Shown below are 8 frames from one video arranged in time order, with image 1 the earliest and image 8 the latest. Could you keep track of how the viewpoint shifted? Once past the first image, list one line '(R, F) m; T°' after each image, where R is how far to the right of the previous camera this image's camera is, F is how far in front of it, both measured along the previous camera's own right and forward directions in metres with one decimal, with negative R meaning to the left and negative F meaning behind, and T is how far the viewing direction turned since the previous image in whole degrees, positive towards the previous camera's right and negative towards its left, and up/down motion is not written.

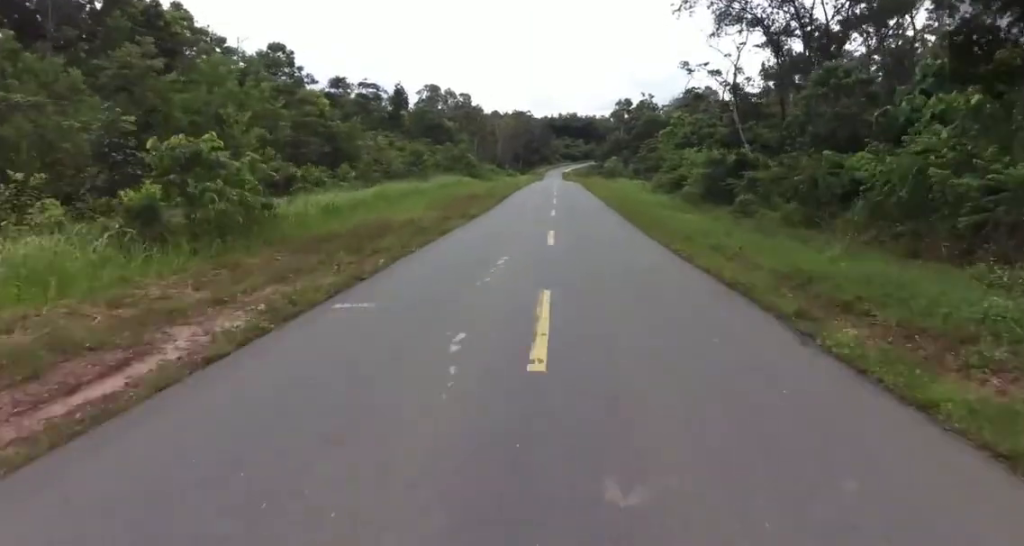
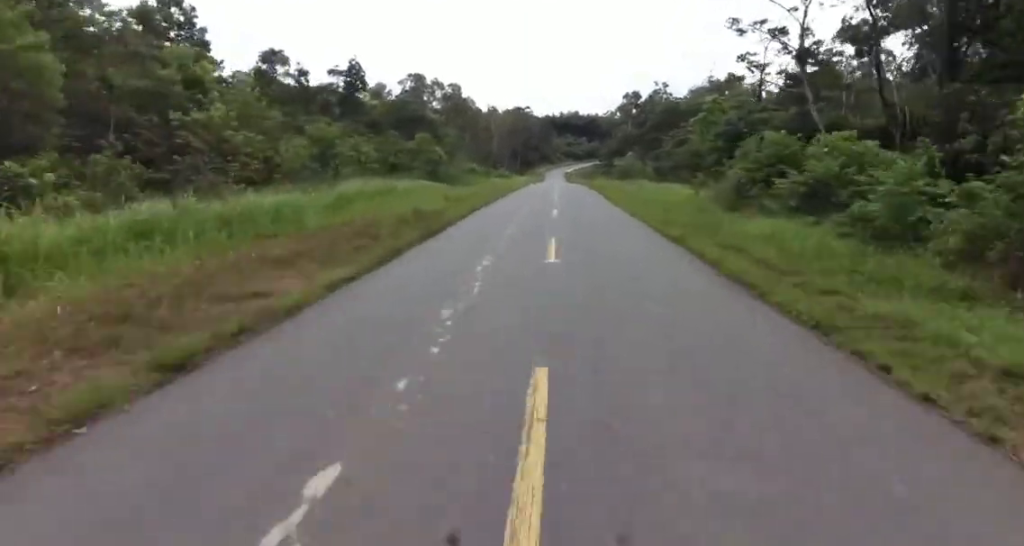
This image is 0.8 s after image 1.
(-0.3, +20.5) m; +1°
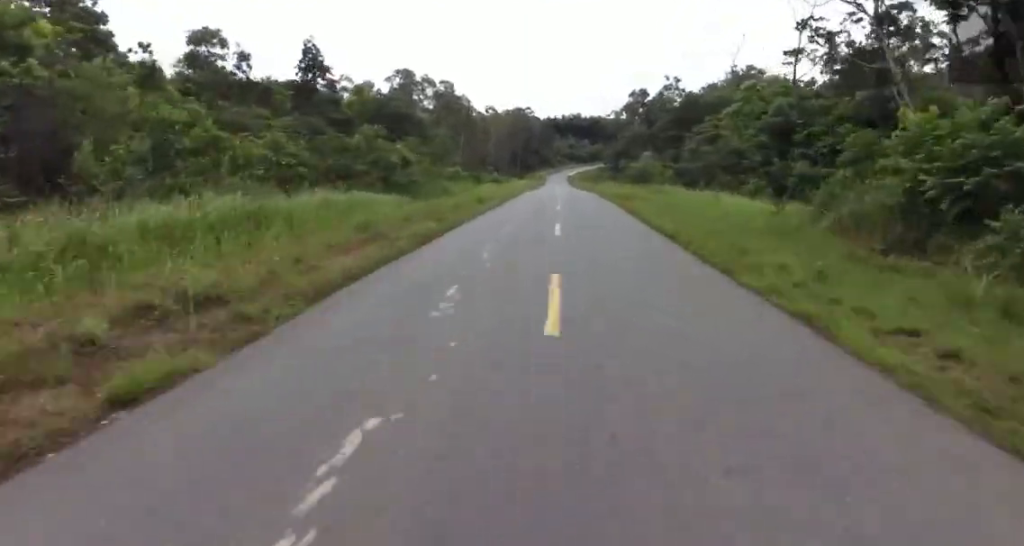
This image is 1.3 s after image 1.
(+0.5, +12.5) m; +2°
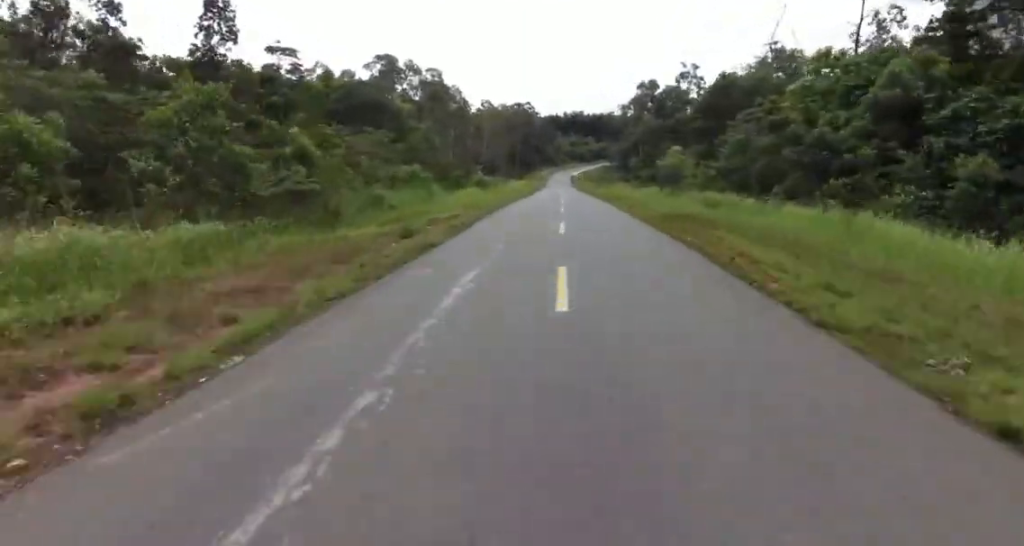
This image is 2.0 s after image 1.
(+0.1, +16.7) m; 0°
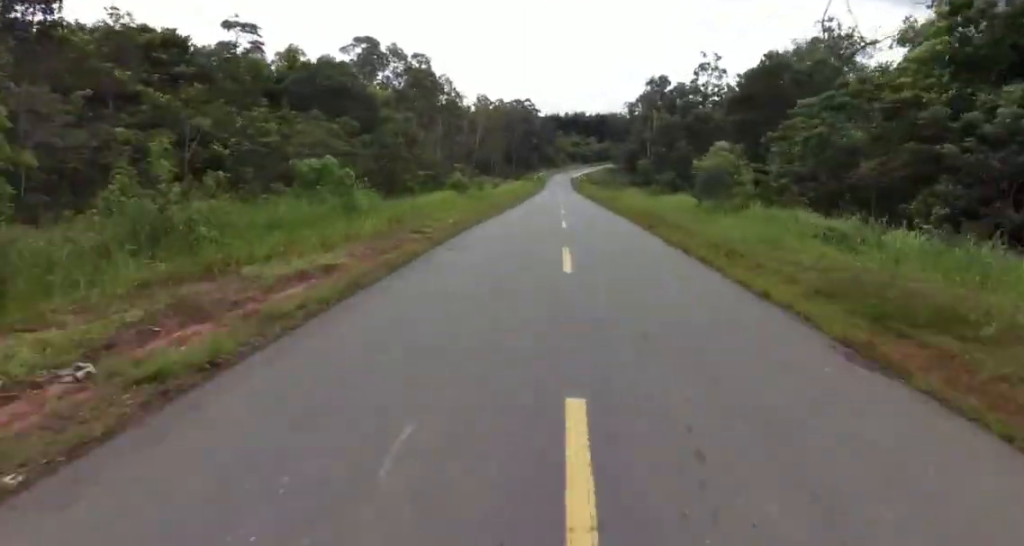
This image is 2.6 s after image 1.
(0.0, +14.3) m; 0°
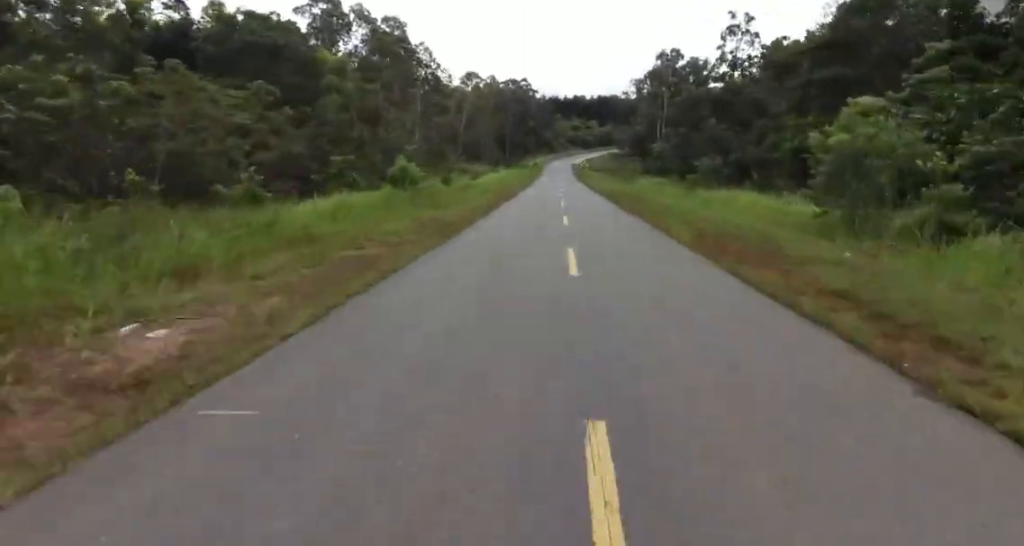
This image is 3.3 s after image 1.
(0.0, +16.8) m; 0°
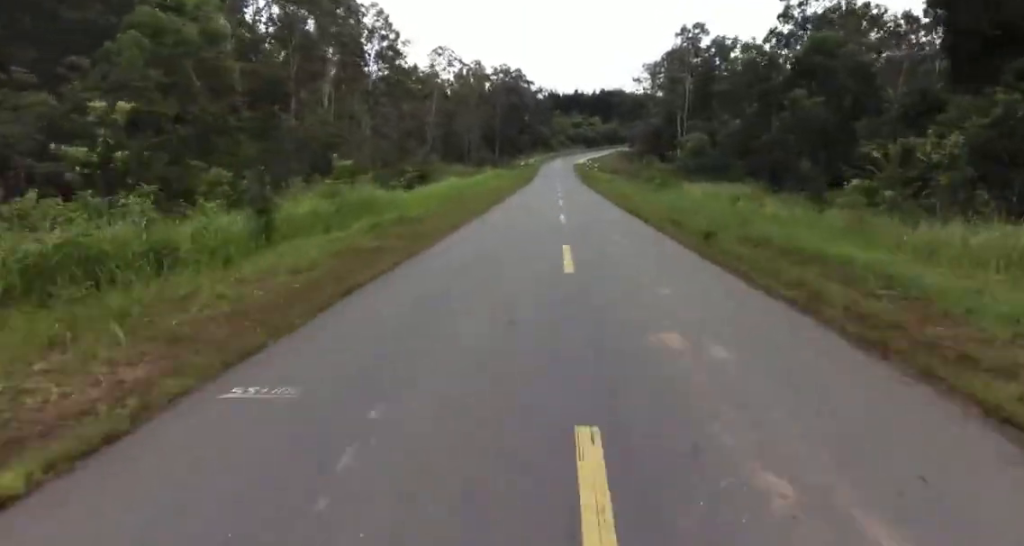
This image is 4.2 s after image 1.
(0.0, +24.3) m; +3°
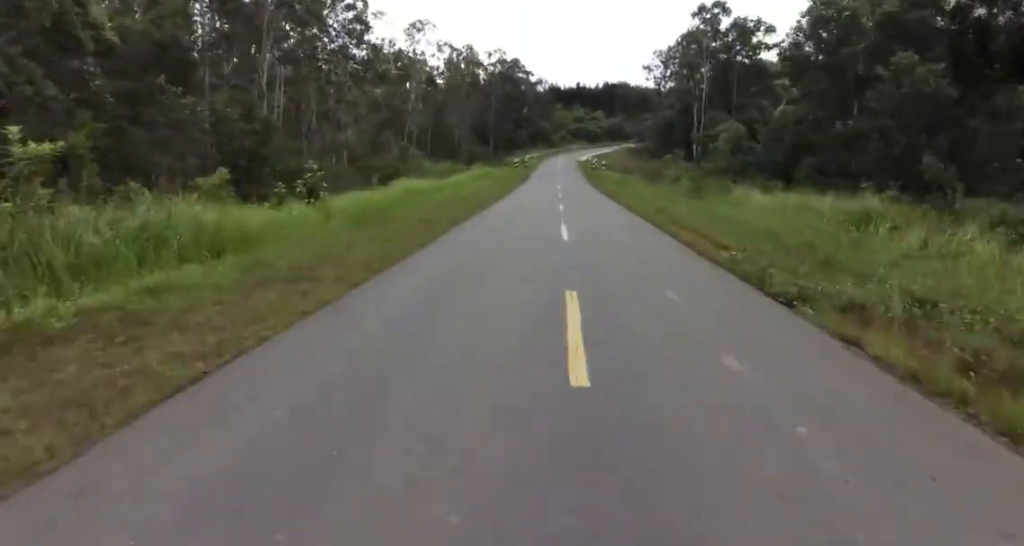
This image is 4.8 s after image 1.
(+0.2, +13.3) m; +1°
